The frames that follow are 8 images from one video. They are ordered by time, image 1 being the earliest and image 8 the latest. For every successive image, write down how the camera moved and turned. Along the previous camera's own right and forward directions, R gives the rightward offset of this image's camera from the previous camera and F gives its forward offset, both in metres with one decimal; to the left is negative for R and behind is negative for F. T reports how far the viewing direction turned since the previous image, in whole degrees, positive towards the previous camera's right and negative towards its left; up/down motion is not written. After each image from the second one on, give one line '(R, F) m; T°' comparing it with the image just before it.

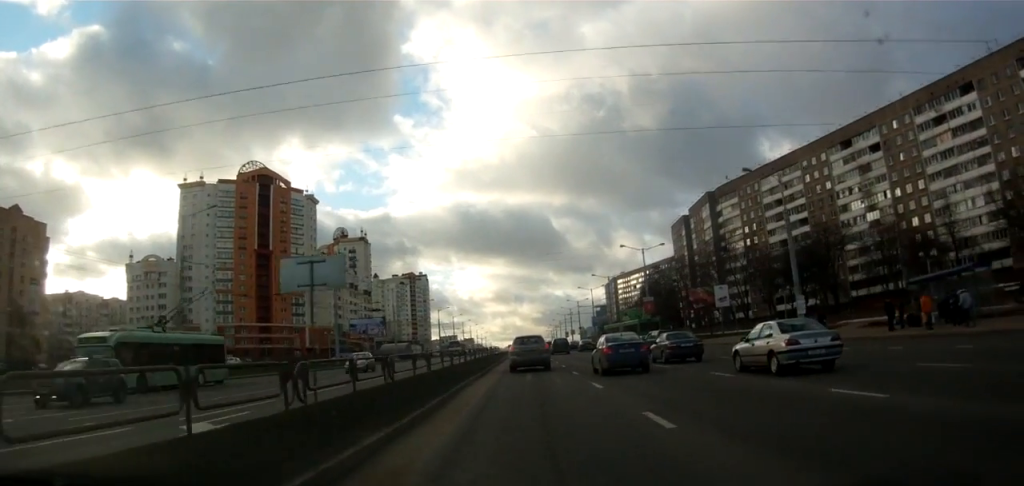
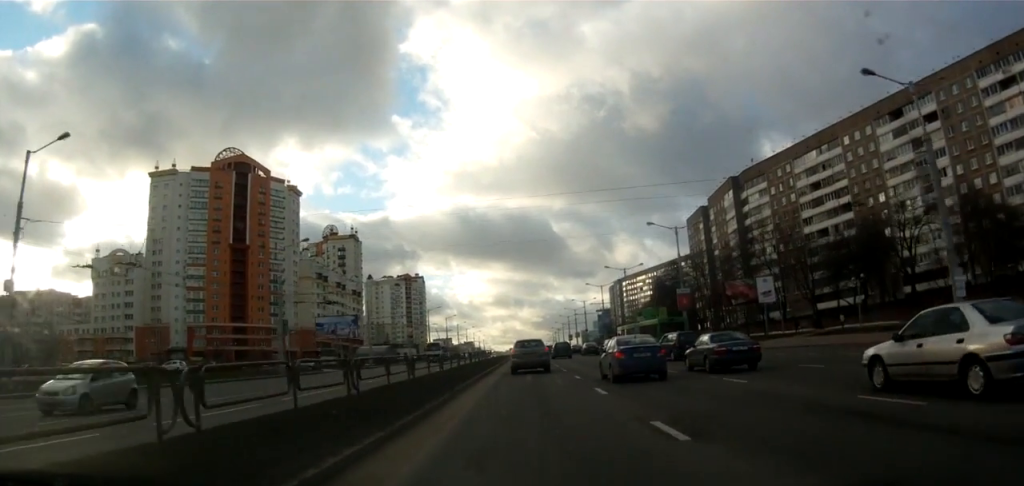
(-0.3, +16.9) m; -1°
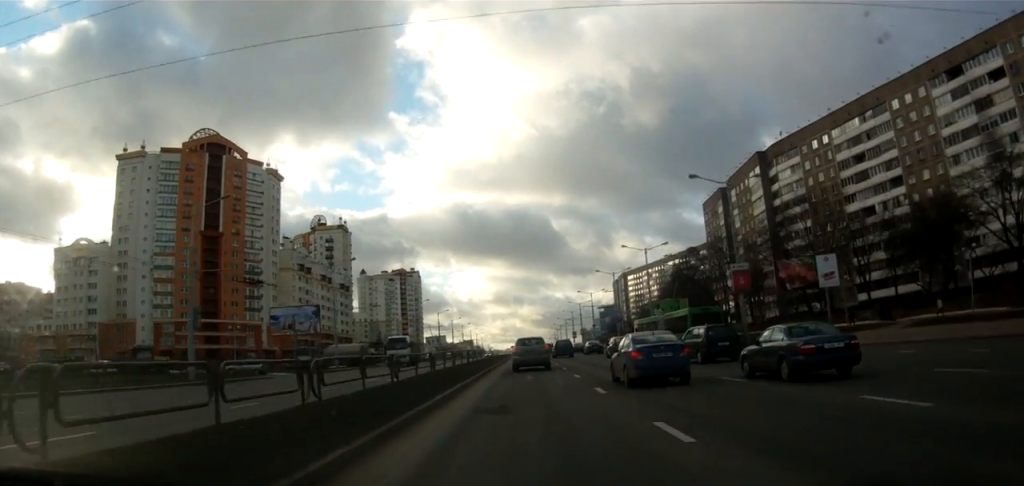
(-0.1, +16.4) m; -2°
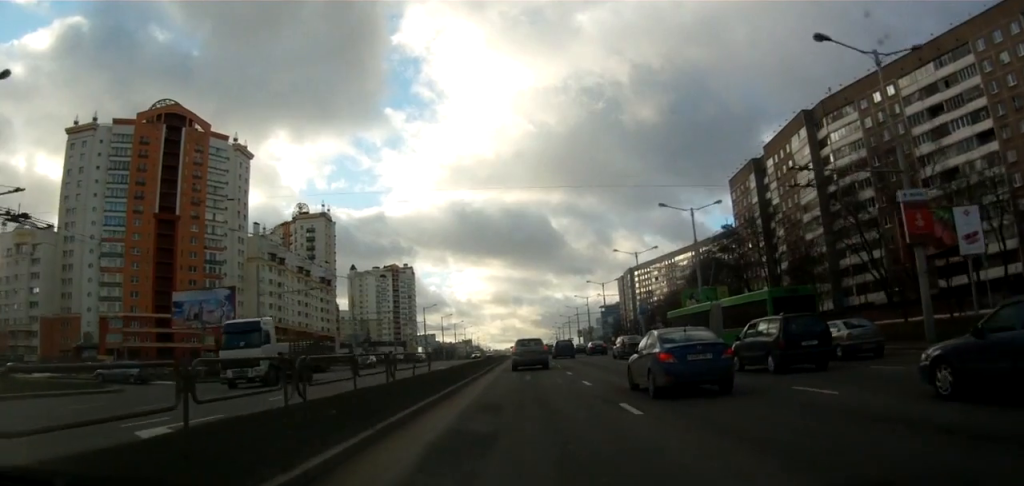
(-0.5, +20.8) m; 0°
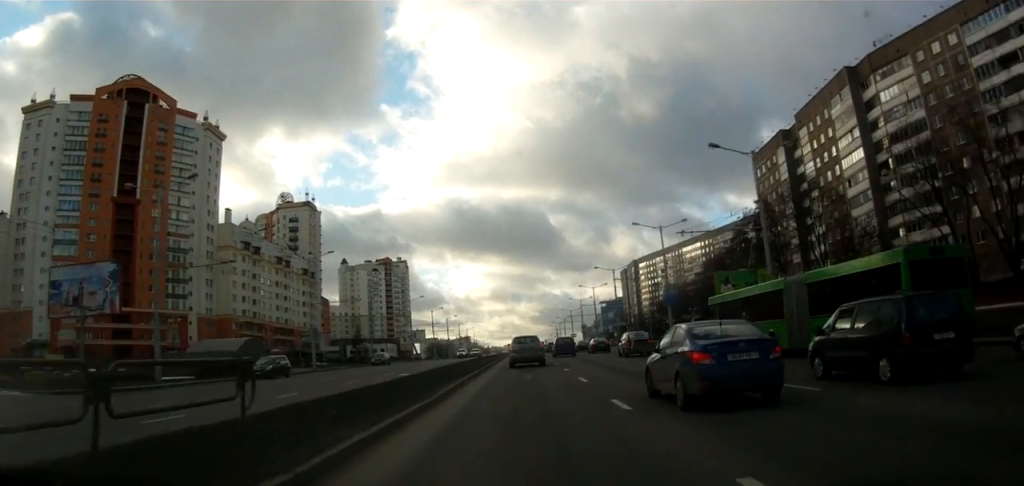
(+0.3, +15.2) m; +1°
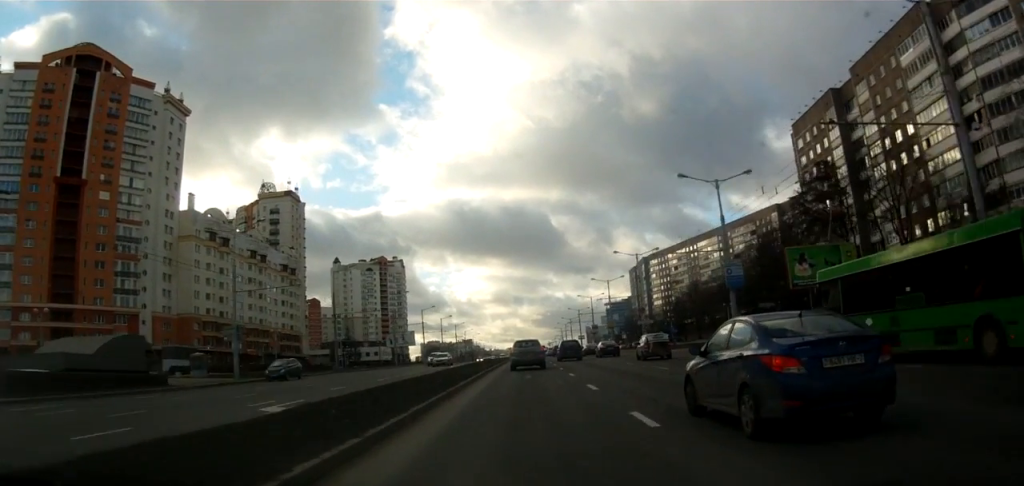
(+0.2, +18.2) m; +1°
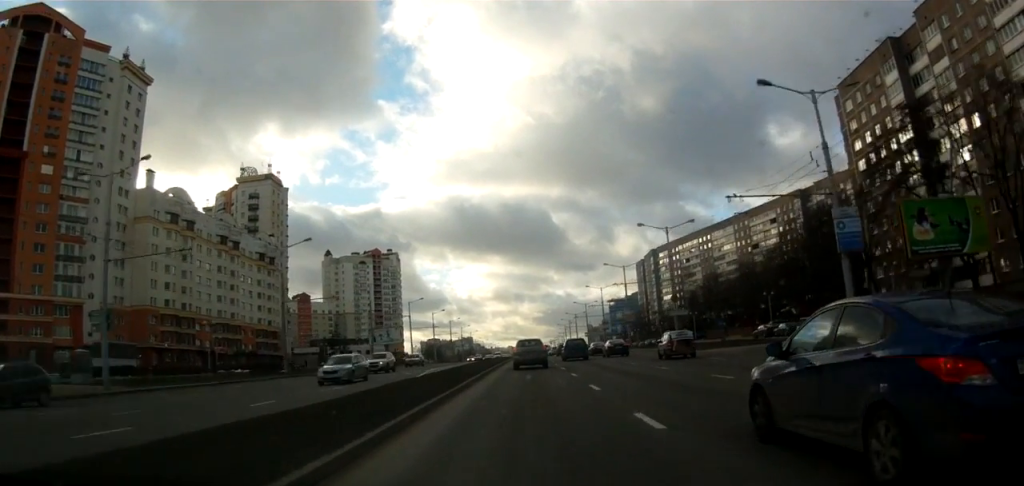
(0.0, +16.1) m; 0°
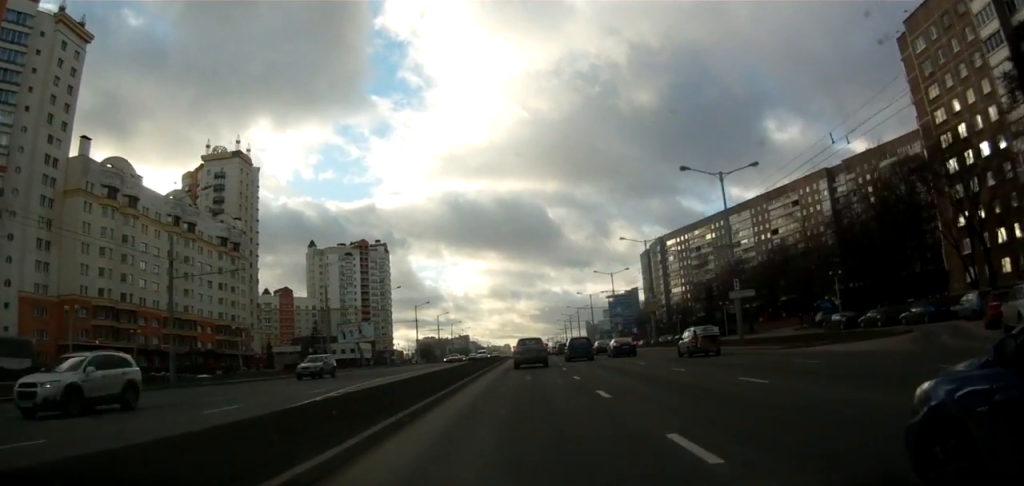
(0.0, +18.4) m; 0°
